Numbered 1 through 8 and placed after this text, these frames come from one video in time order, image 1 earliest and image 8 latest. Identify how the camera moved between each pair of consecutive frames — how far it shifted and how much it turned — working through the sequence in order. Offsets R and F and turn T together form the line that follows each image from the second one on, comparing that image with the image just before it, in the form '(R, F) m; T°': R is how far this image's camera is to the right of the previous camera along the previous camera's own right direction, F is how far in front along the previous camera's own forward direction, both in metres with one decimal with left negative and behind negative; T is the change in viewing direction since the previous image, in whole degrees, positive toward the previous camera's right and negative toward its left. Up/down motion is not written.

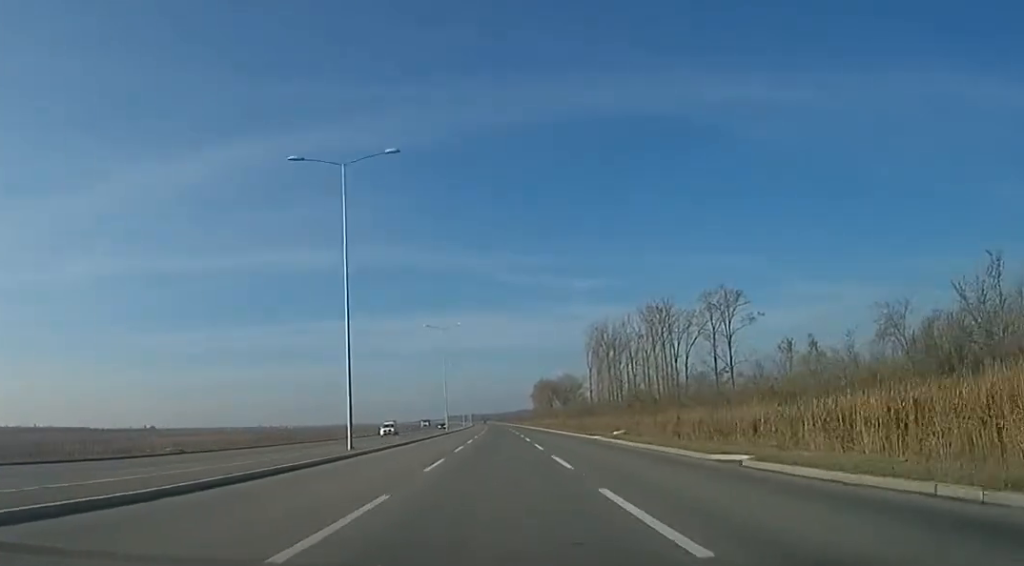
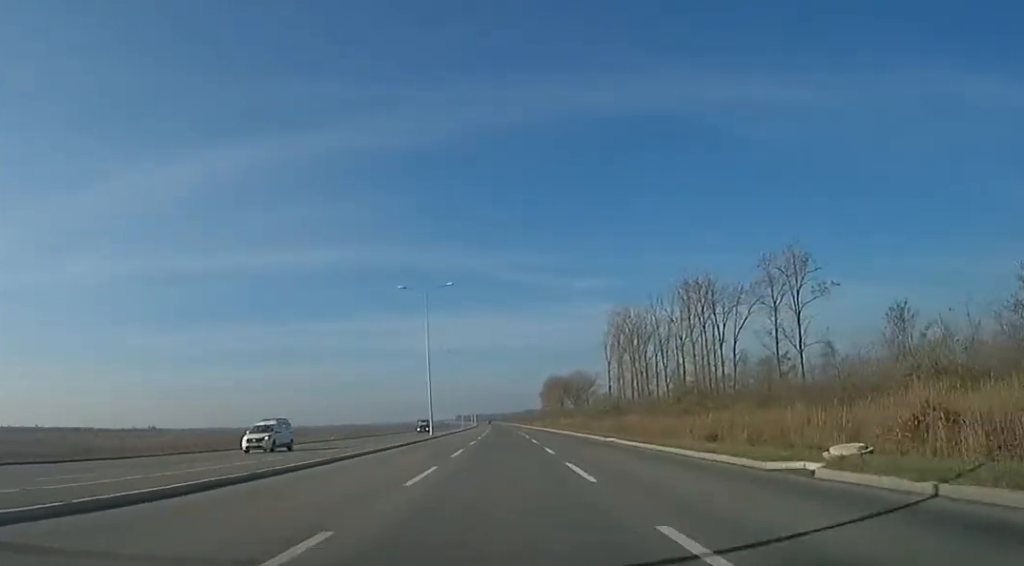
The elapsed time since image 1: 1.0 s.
(+0.1, +23.4) m; +1°
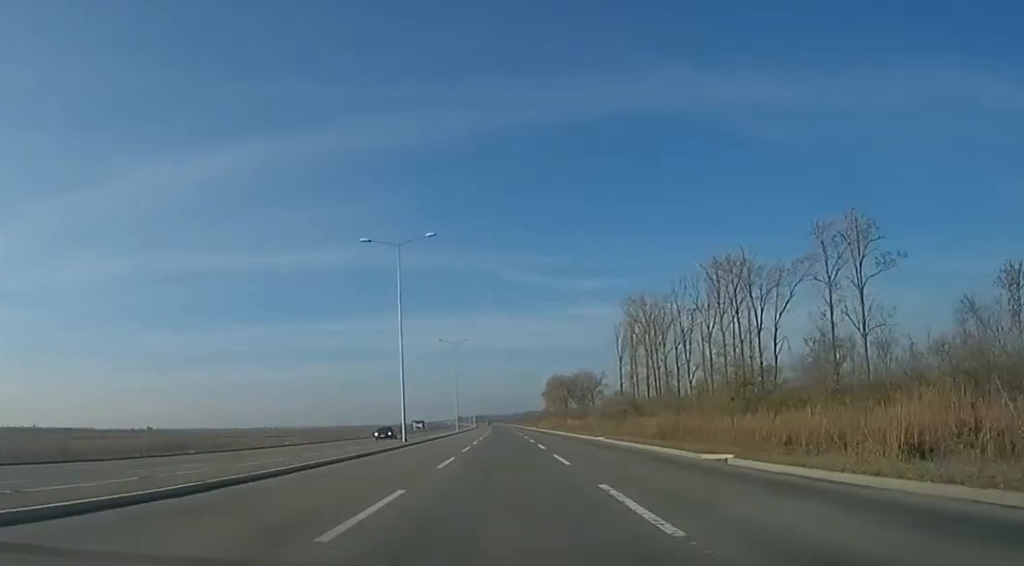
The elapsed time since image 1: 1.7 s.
(-0.3, +15.4) m; +2°
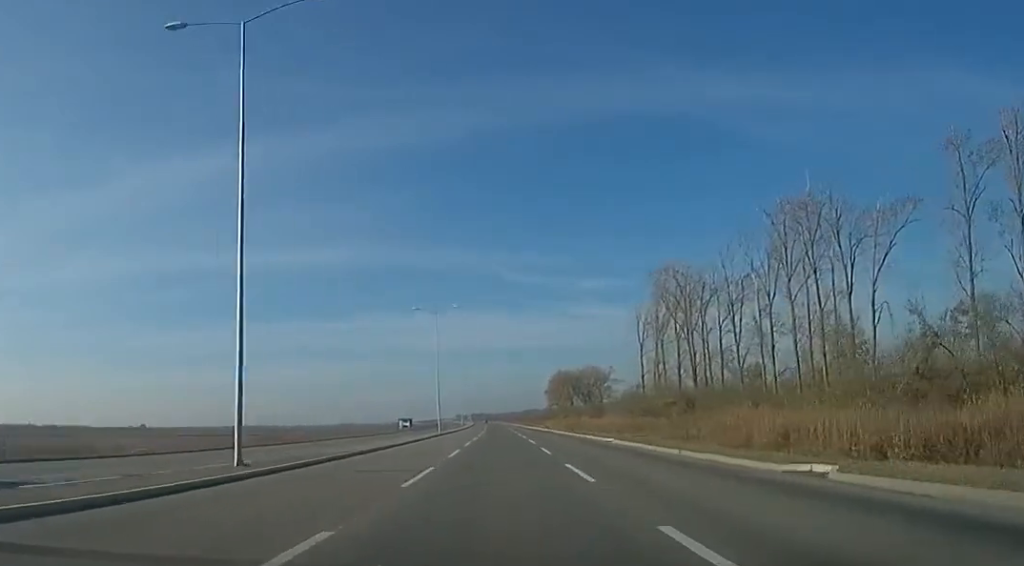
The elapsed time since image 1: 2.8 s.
(+1.4, +24.9) m; 0°
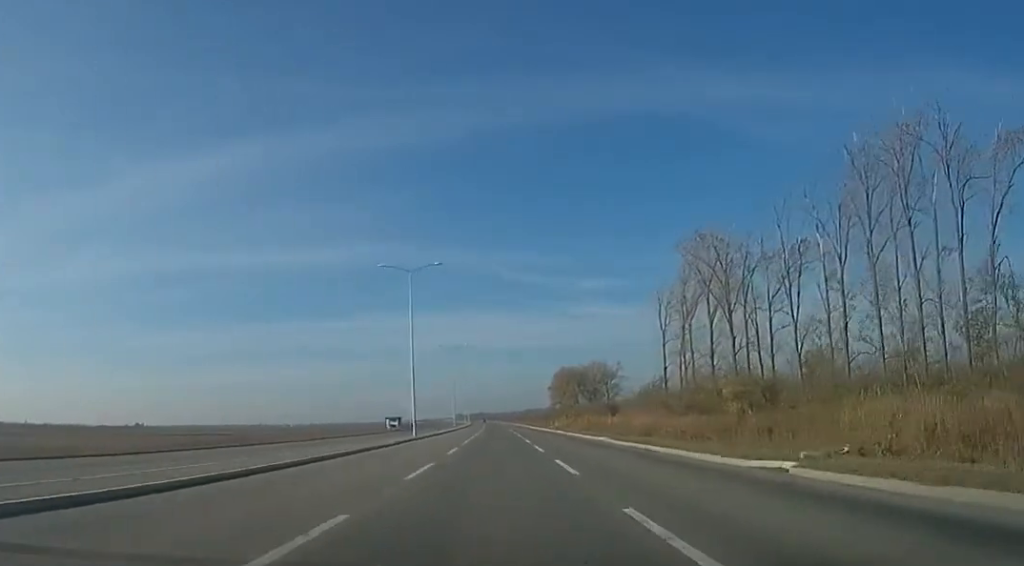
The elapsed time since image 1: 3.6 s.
(-1.1, +18.5) m; -2°
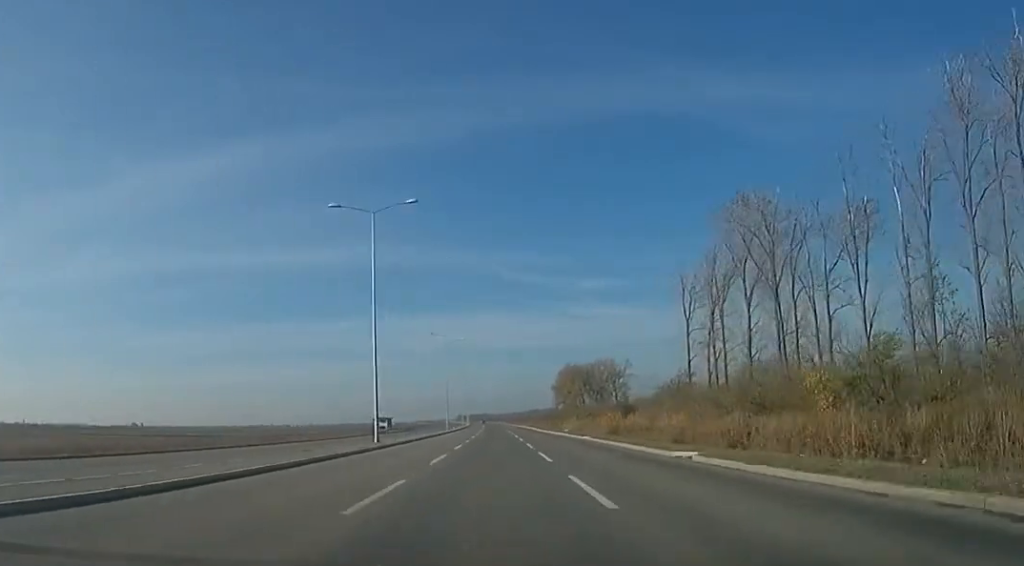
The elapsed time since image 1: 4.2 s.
(-0.2, +14.7) m; -1°
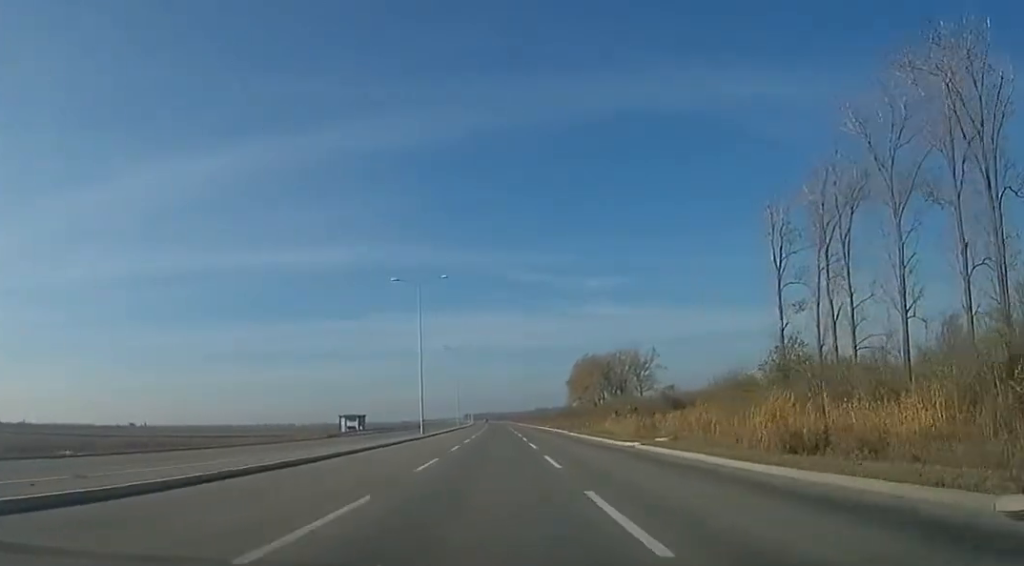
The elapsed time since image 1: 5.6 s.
(-0.1, +32.9) m; -1°
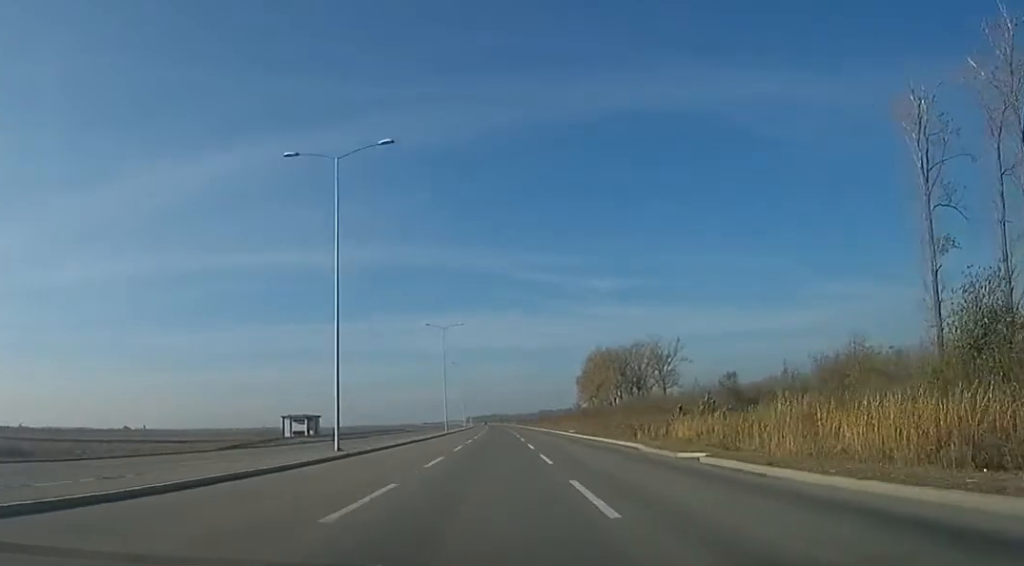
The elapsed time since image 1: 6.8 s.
(-0.1, +27.3) m; 0°
